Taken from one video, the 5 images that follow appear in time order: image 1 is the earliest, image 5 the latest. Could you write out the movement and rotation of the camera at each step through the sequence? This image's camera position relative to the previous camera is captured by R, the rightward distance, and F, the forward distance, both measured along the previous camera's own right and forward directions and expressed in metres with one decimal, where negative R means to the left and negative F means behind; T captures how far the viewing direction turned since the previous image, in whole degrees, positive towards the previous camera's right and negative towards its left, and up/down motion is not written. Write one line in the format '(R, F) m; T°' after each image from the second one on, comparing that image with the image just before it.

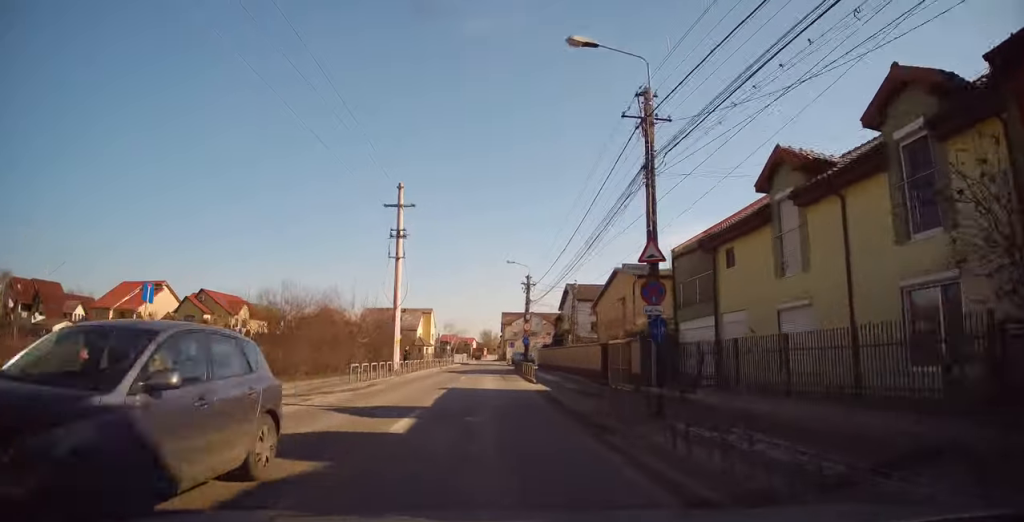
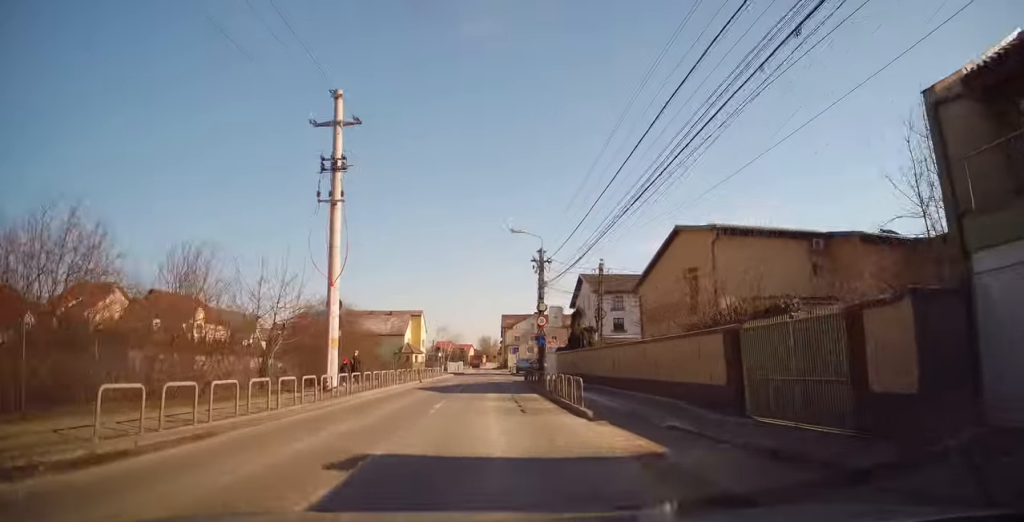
(-0.4, +13.3) m; 0°
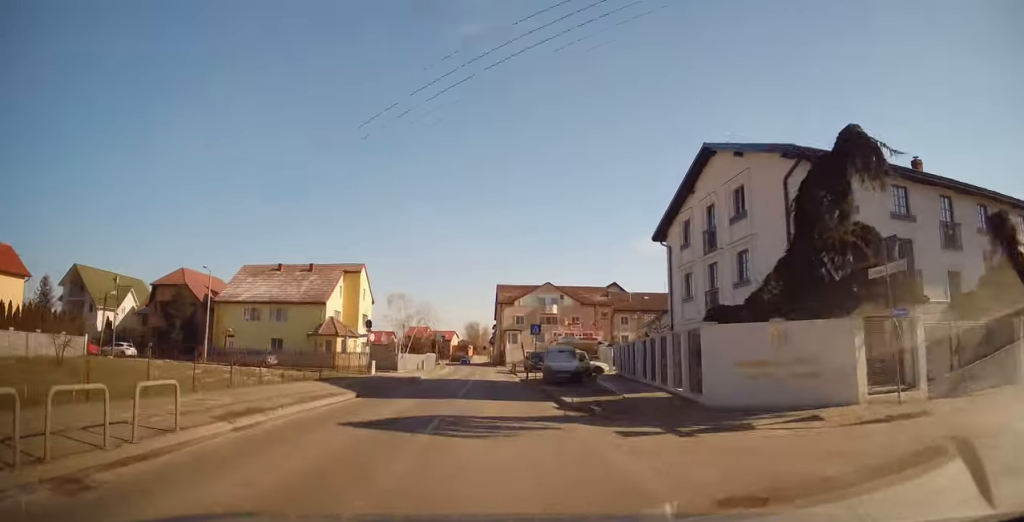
(+1.5, +38.4) m; +2°
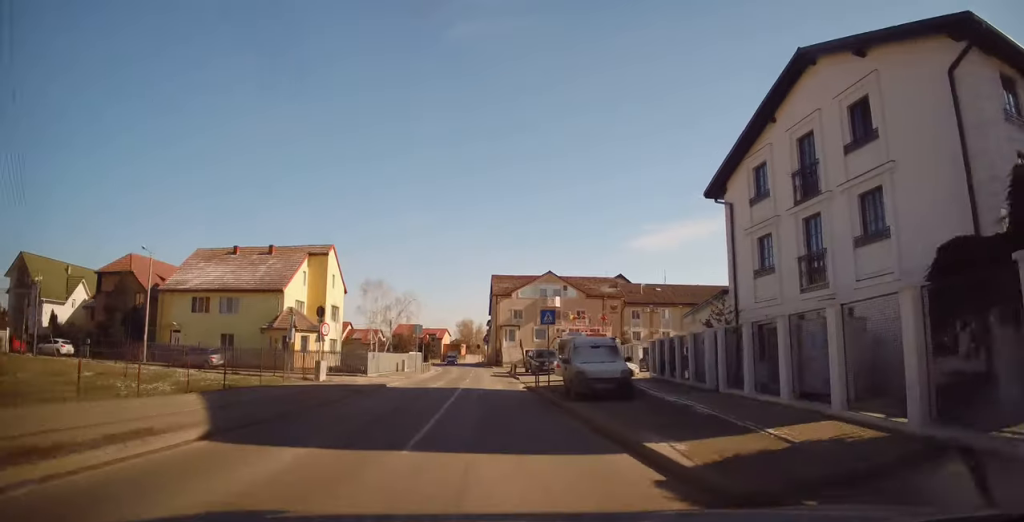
(0.0, +9.2) m; 0°
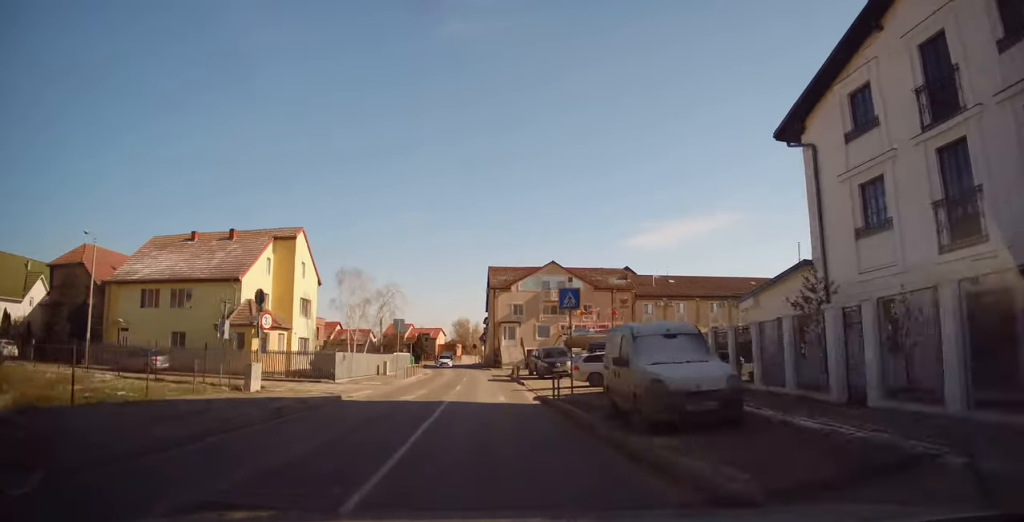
(0.0, +6.8) m; 0°
